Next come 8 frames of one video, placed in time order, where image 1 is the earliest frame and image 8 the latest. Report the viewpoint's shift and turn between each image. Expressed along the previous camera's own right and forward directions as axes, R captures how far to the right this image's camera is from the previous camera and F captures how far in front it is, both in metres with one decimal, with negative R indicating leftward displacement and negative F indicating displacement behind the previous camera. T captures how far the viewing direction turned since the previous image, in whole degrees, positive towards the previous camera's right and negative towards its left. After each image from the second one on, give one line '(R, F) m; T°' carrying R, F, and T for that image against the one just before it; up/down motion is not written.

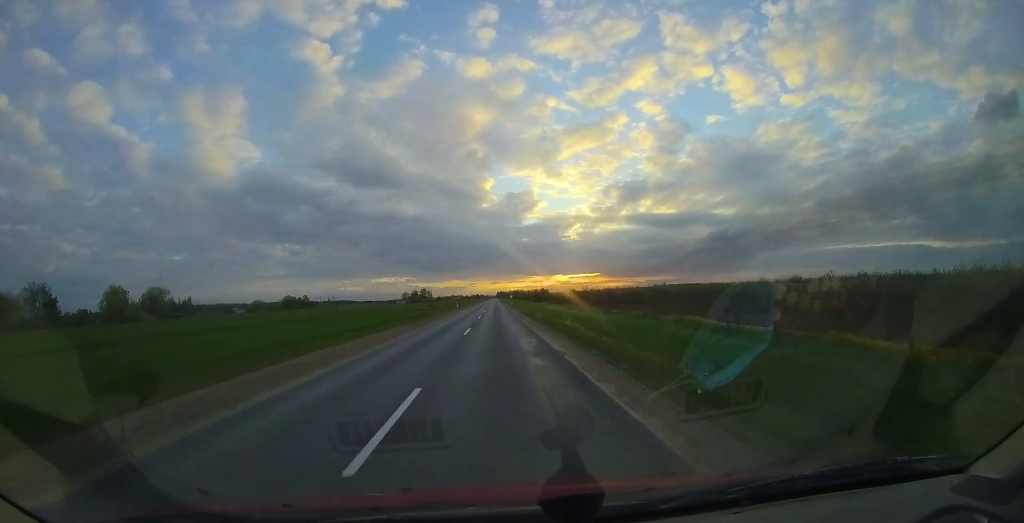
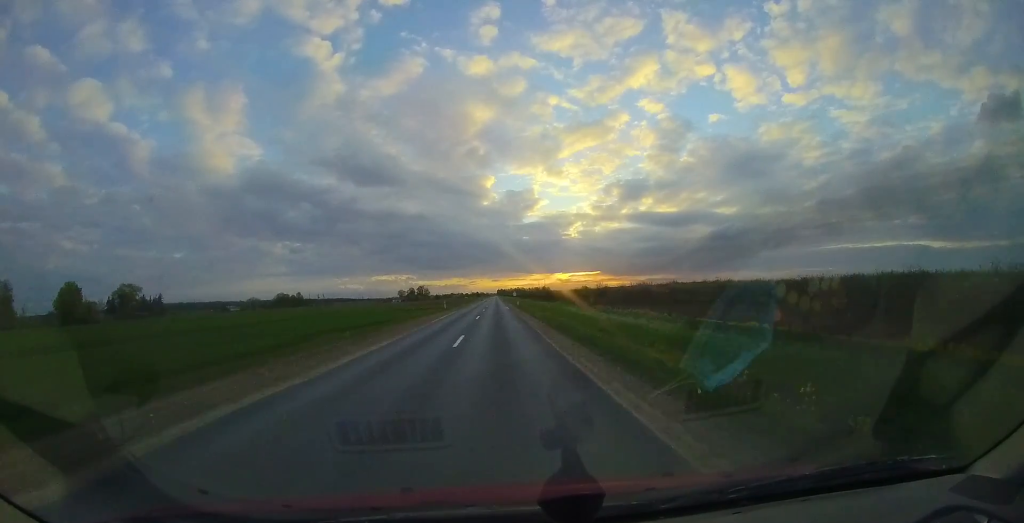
(-0.1, +16.0) m; 0°
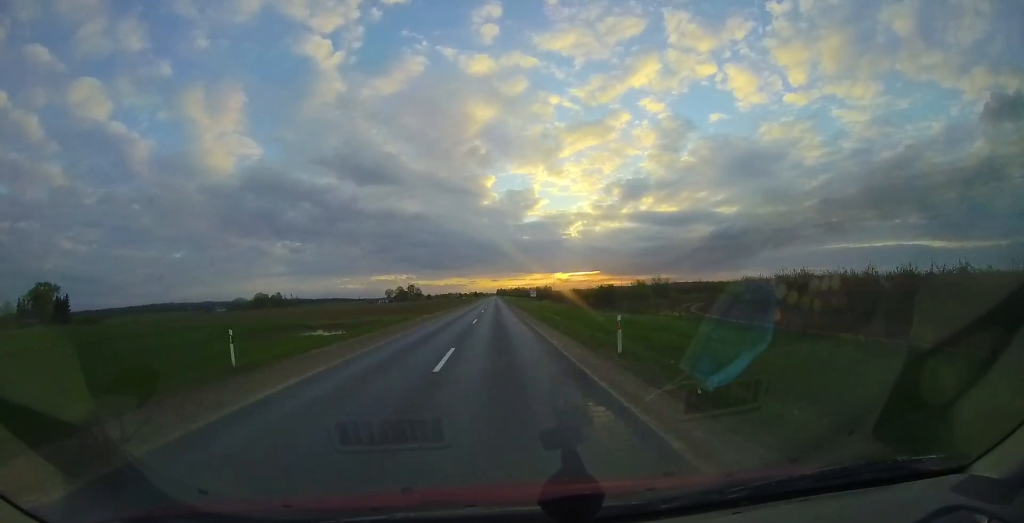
(+0.3, +39.8) m; +1°
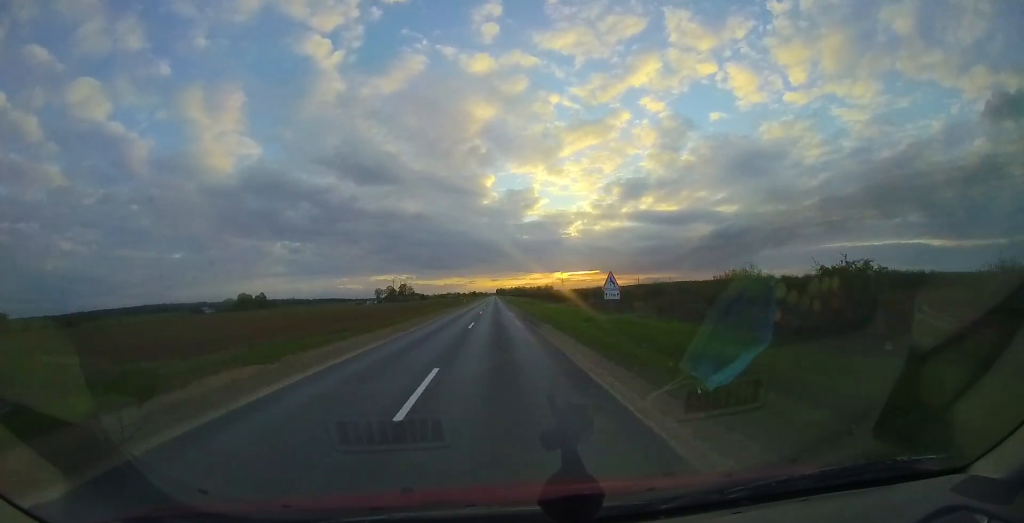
(-0.1, +27.0) m; -1°
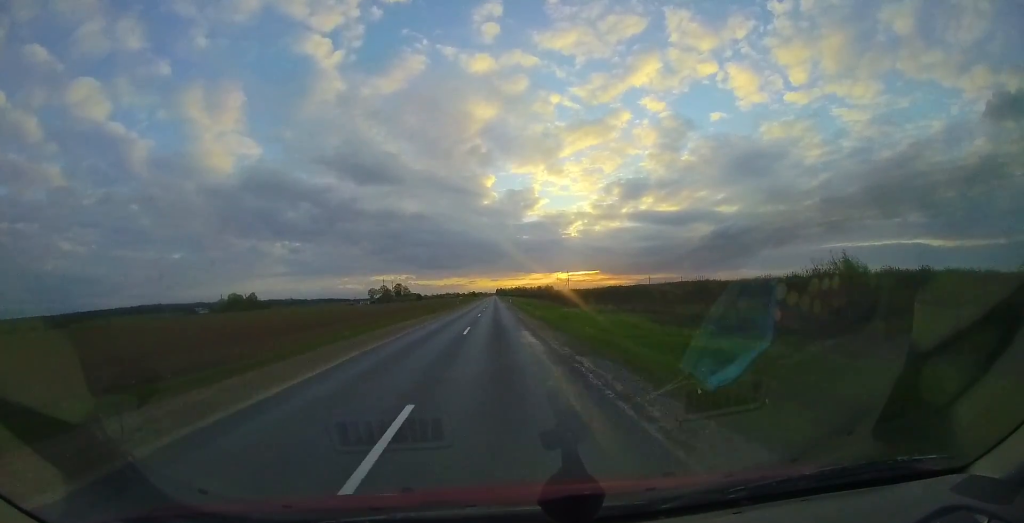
(-0.2, +14.7) m; 0°
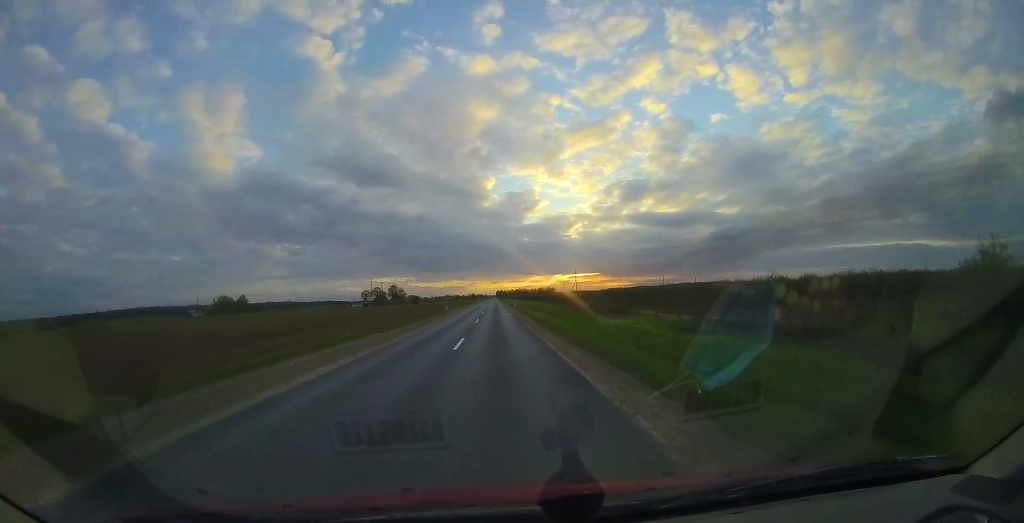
(+0.2, +14.6) m; 0°
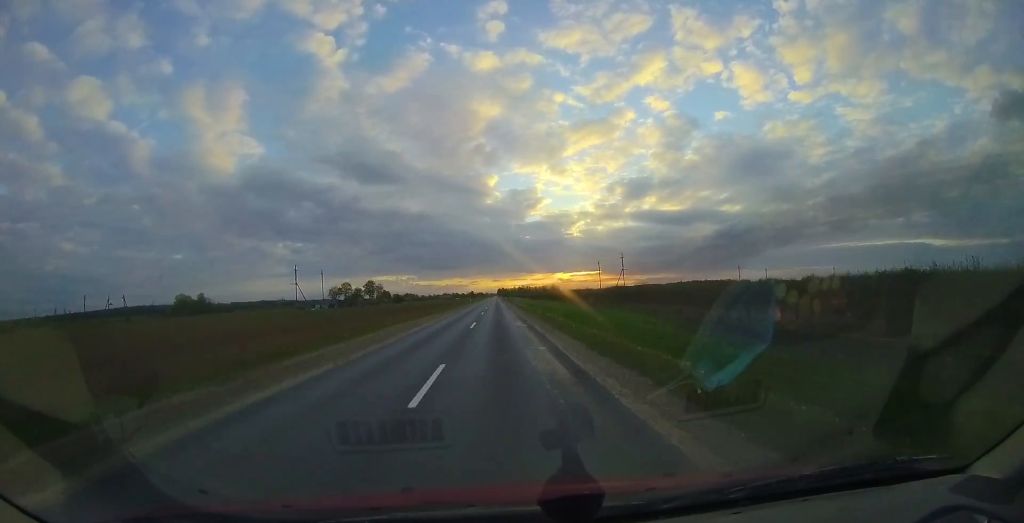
(-0.3, +54.0) m; 0°
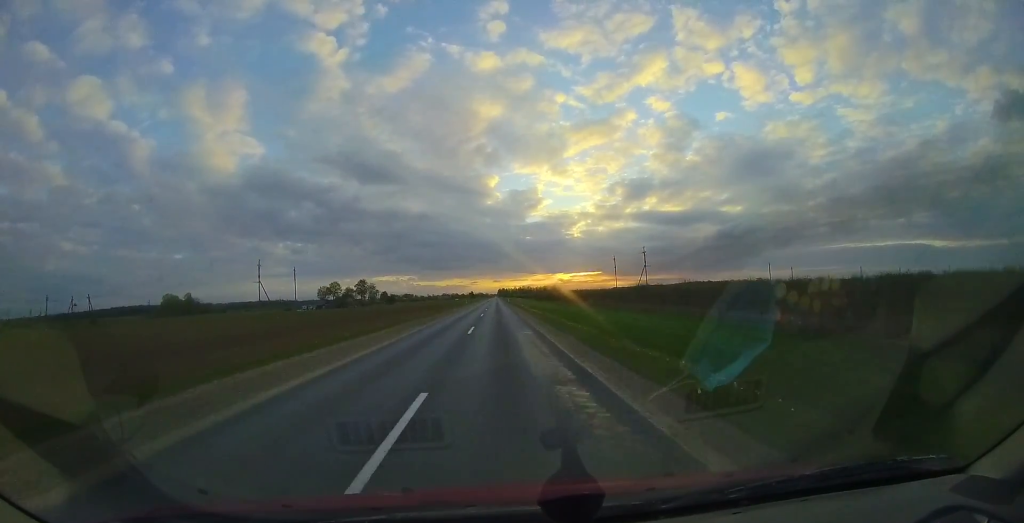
(0.0, +13.9) m; 0°
